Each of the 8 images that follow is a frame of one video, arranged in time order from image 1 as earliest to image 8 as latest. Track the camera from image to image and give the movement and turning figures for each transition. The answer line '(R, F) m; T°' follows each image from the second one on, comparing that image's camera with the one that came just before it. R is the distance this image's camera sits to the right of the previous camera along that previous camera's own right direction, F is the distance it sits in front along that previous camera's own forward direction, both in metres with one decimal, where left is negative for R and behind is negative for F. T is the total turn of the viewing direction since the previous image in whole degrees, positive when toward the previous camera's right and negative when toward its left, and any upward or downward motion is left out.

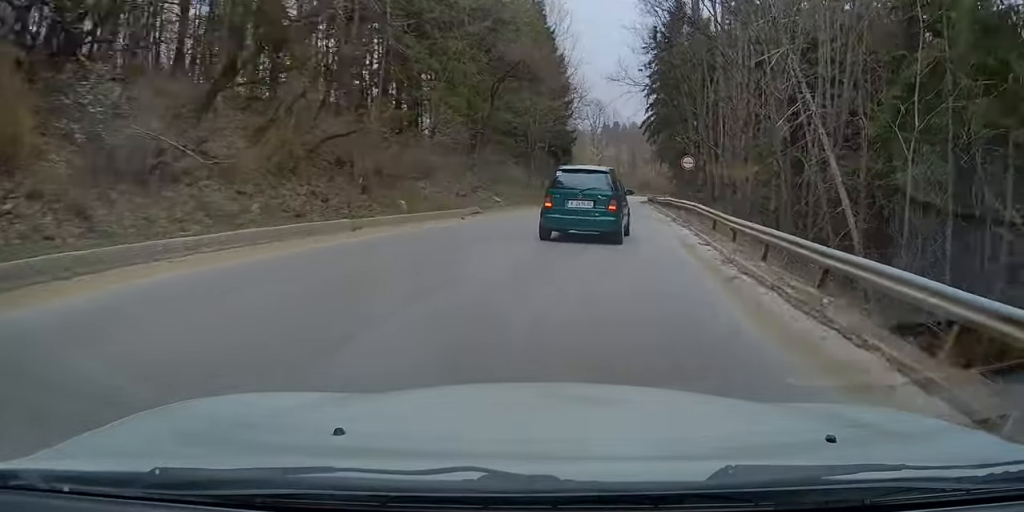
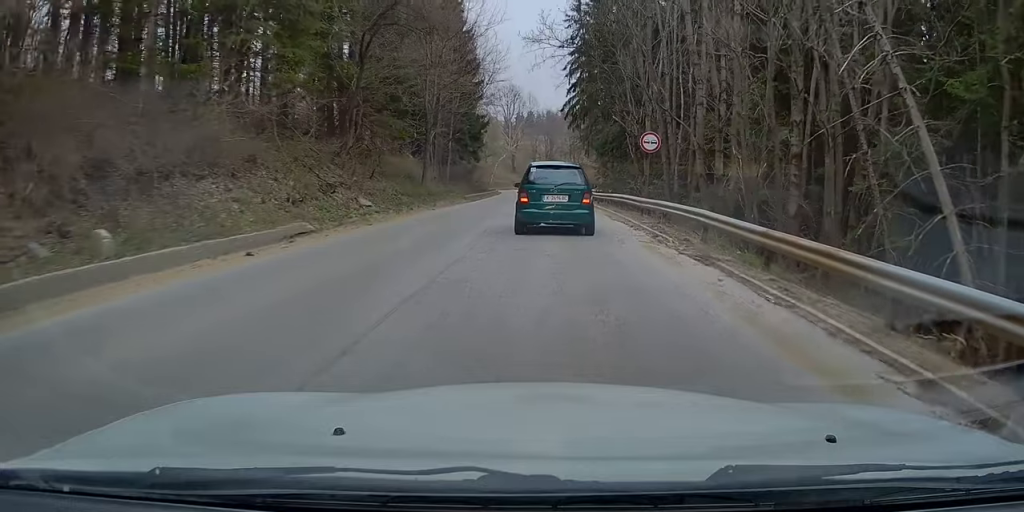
(+1.2, +10.9) m; +5°
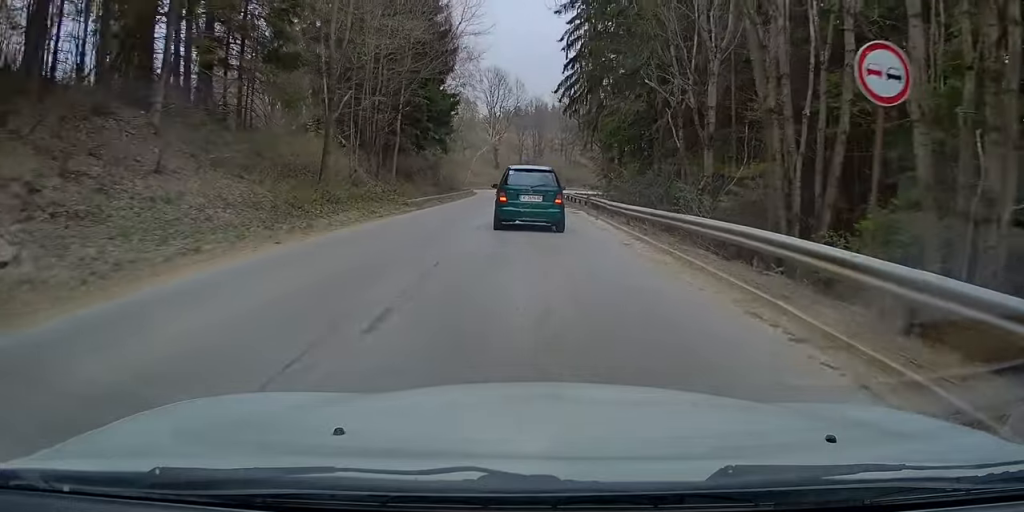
(+0.1, +15.3) m; +1°
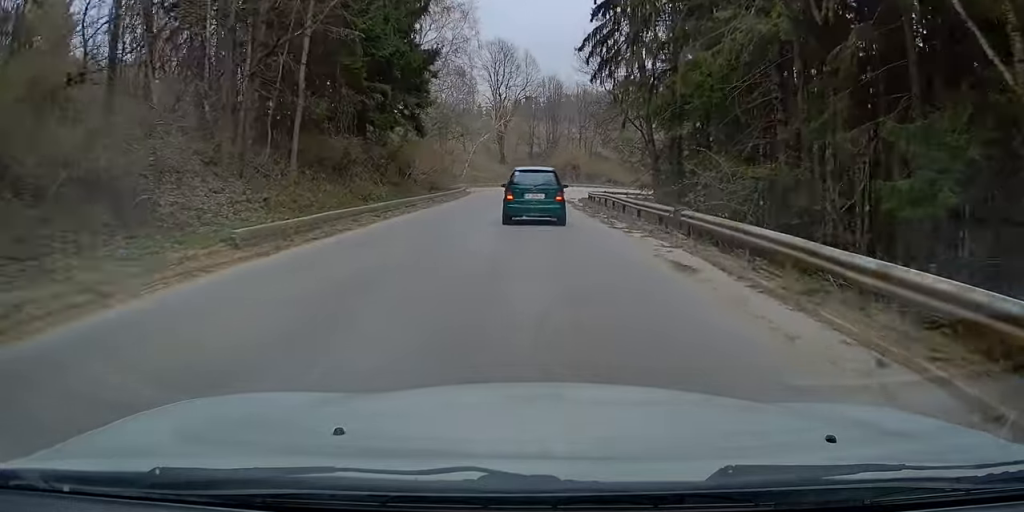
(-0.4, +16.5) m; -1°
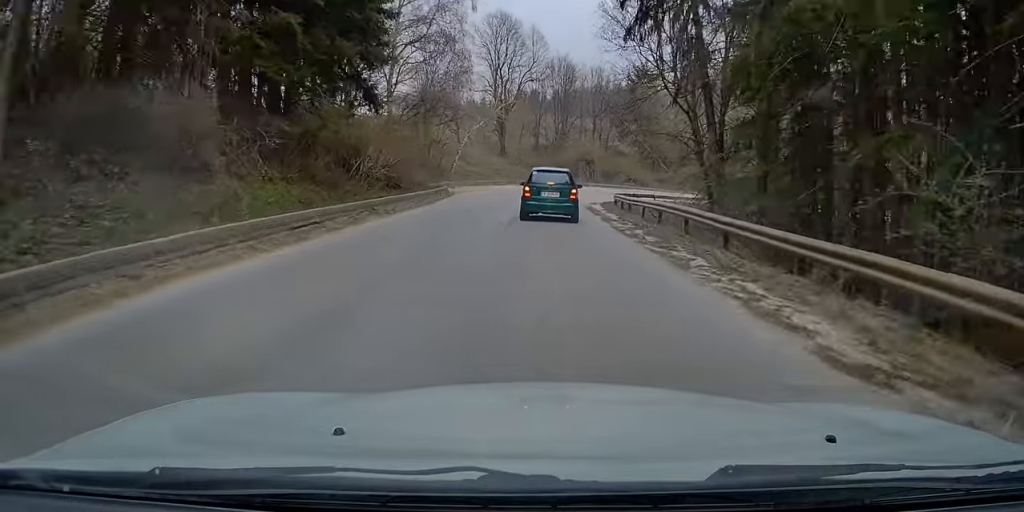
(+0.5, +12.1) m; +2°
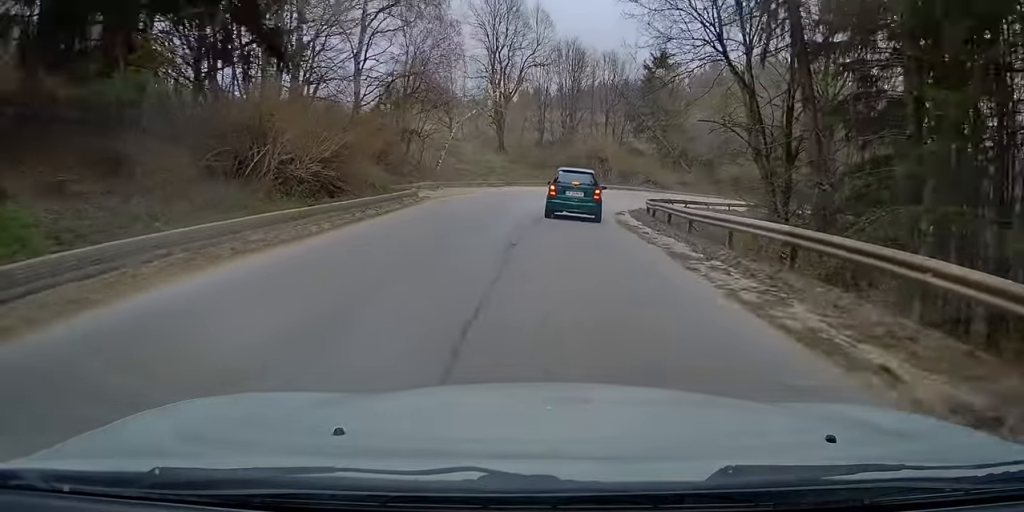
(-0.1, +9.6) m; -1°
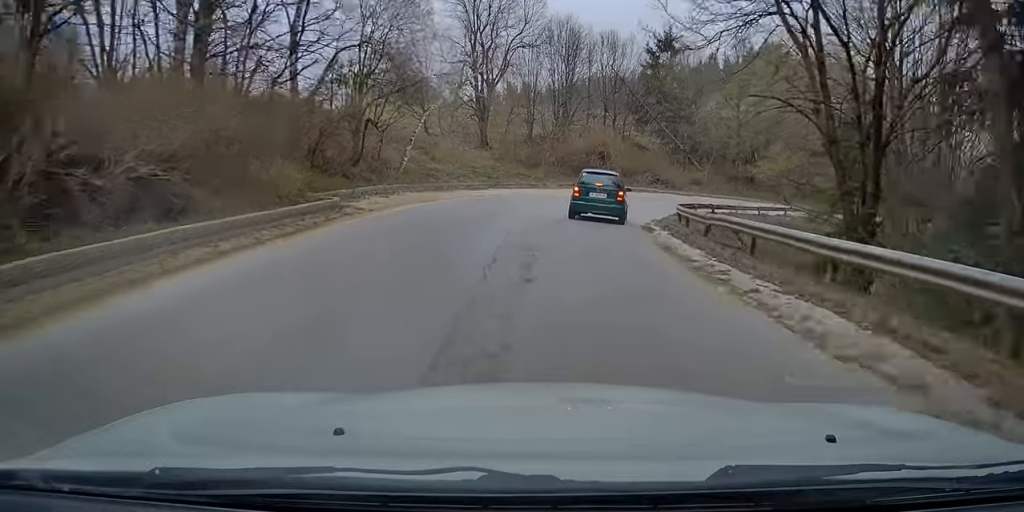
(-0.1, +8.5) m; +1°
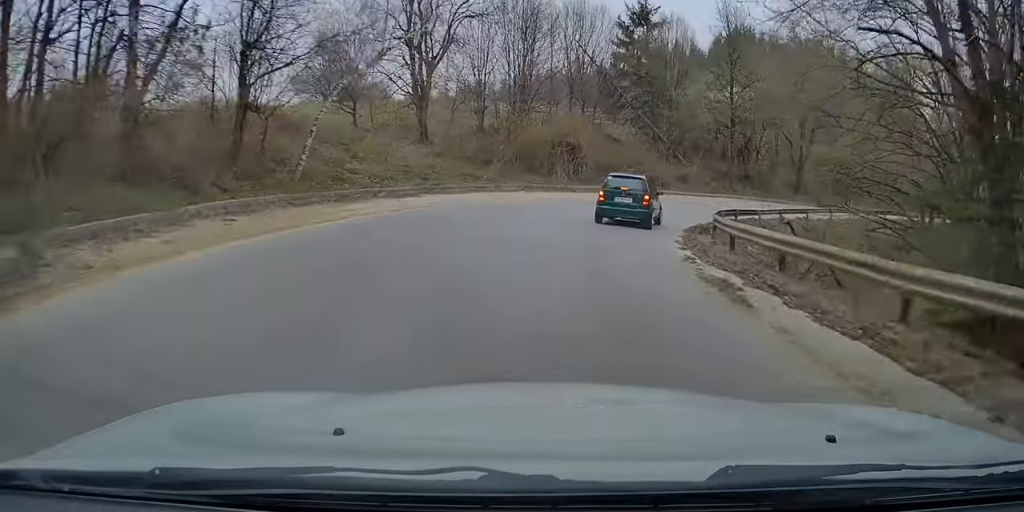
(+0.1, +9.8) m; +5°
